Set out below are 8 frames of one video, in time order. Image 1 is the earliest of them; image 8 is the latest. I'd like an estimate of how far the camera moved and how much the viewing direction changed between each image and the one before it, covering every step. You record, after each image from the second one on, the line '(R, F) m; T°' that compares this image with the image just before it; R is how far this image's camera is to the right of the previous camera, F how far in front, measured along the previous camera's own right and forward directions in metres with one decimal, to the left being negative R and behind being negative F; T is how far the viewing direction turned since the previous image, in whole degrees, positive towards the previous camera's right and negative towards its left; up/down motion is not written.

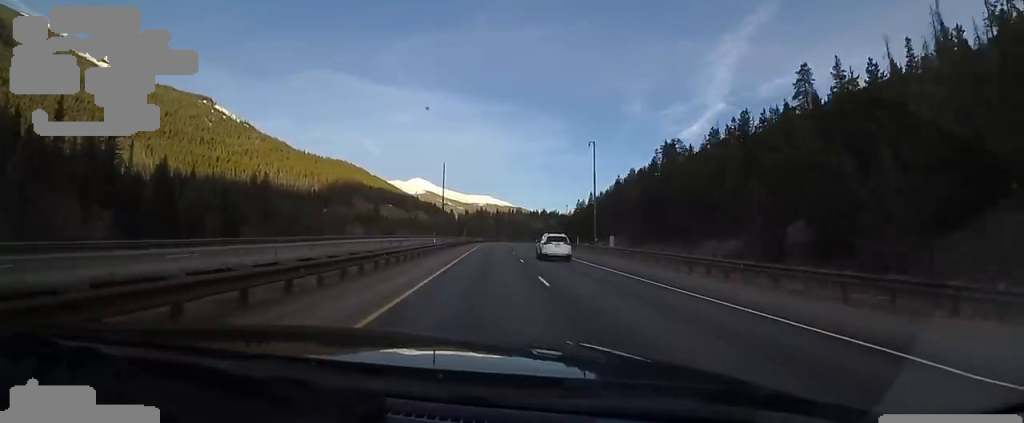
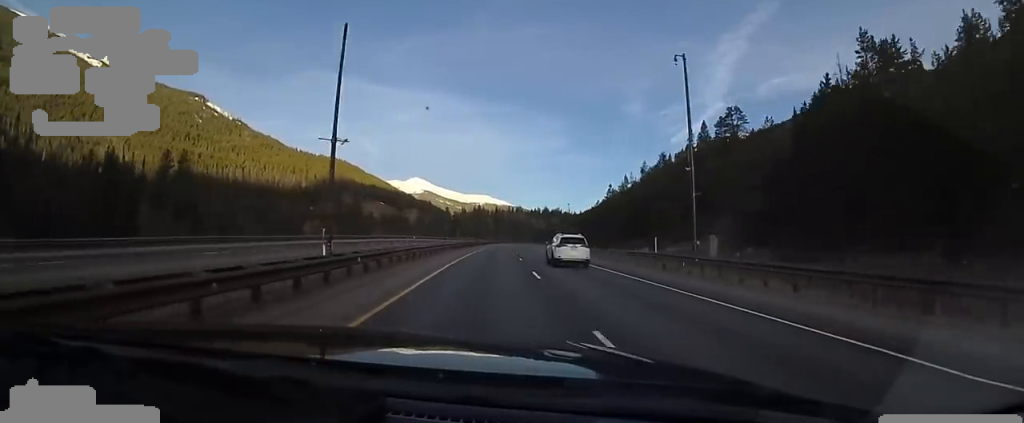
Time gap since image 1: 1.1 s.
(-0.1, +33.4) m; 0°
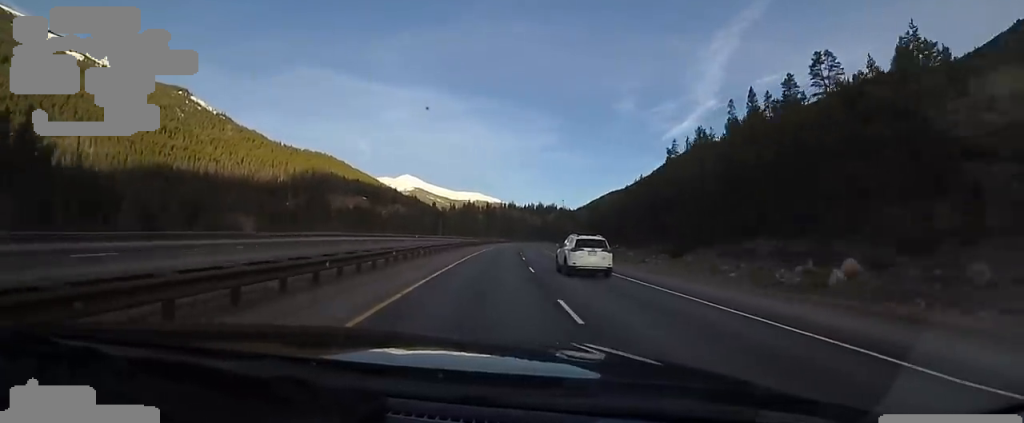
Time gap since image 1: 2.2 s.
(+0.1, +32.4) m; 0°
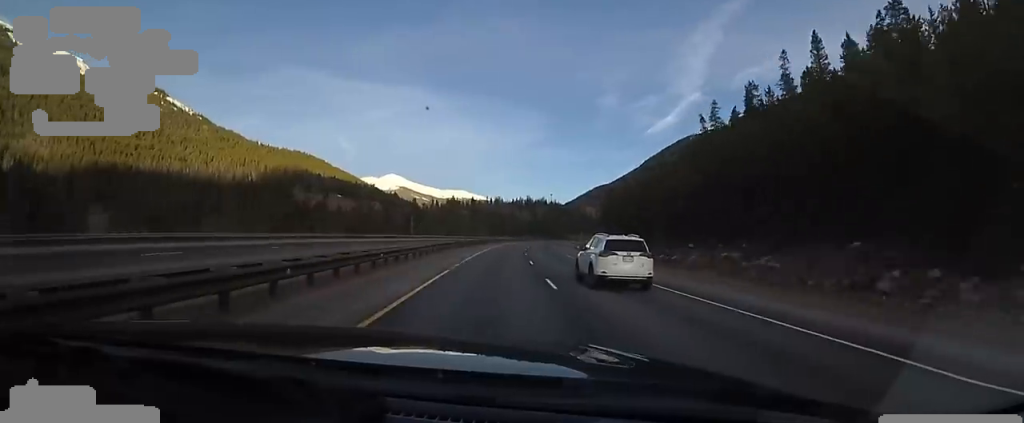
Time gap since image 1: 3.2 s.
(0.0, +30.7) m; +2°
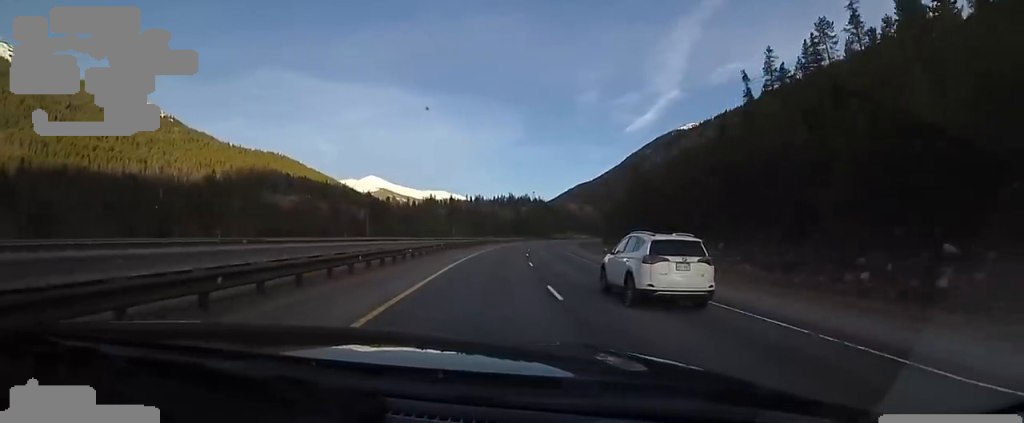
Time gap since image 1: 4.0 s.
(+1.1, +26.7) m; +2°
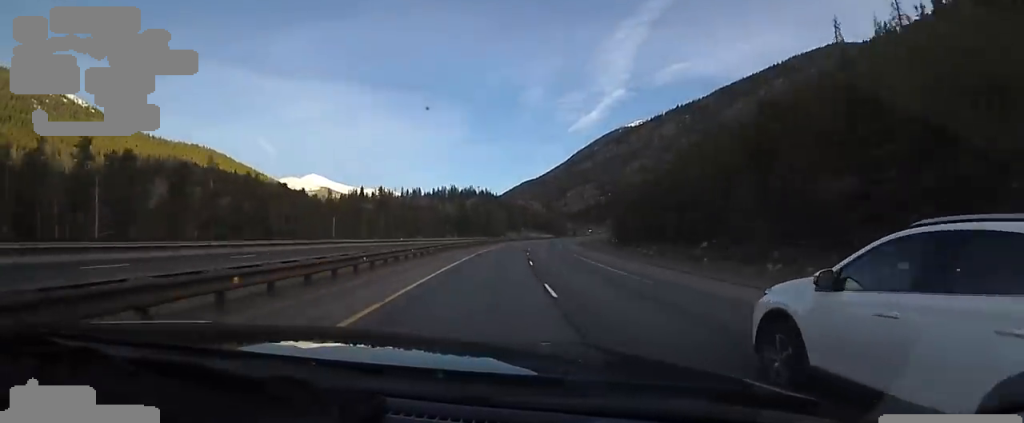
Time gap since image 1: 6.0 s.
(+2.9, +59.8) m; +7°
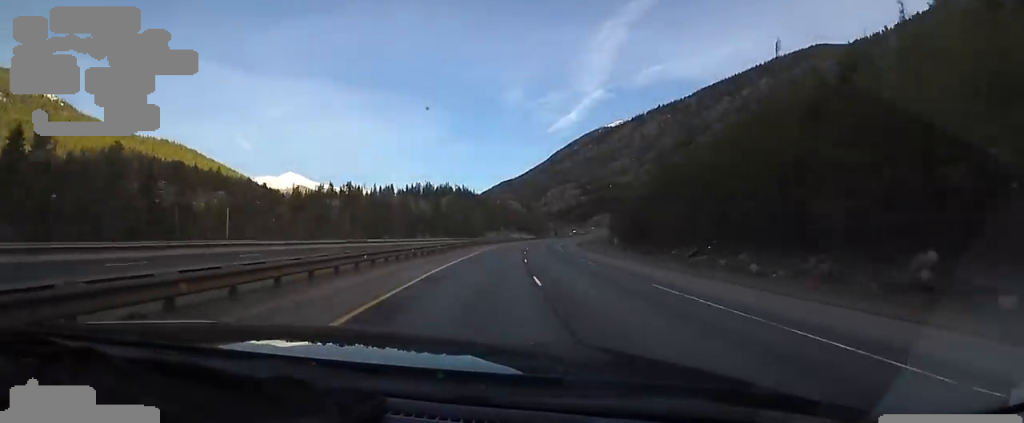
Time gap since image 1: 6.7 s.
(+0.8, +21.8) m; +3°
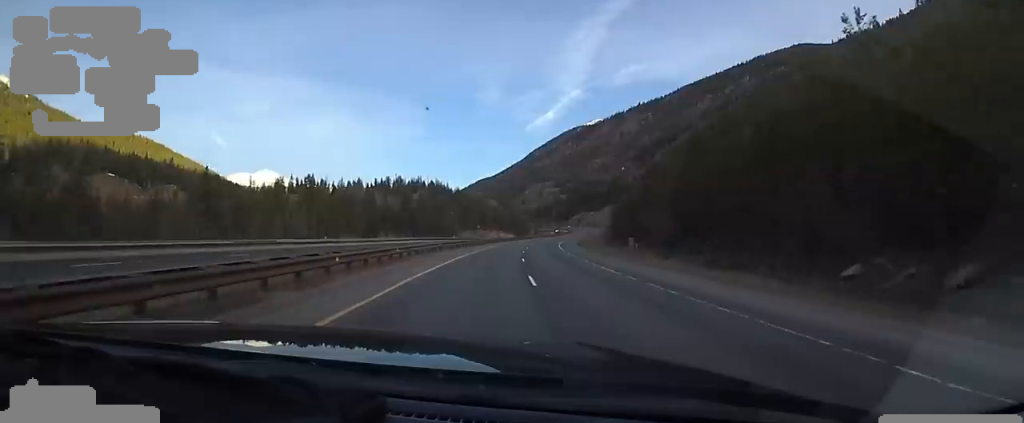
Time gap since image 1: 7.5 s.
(+0.8, +24.9) m; +2°
